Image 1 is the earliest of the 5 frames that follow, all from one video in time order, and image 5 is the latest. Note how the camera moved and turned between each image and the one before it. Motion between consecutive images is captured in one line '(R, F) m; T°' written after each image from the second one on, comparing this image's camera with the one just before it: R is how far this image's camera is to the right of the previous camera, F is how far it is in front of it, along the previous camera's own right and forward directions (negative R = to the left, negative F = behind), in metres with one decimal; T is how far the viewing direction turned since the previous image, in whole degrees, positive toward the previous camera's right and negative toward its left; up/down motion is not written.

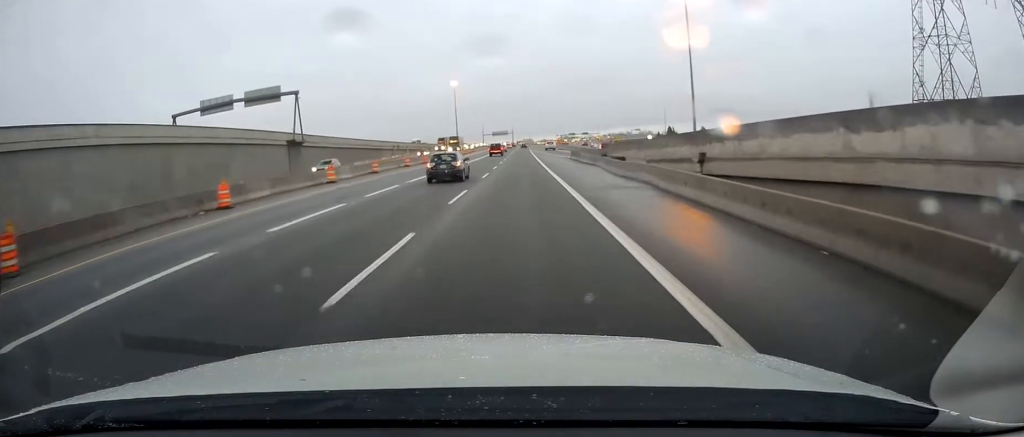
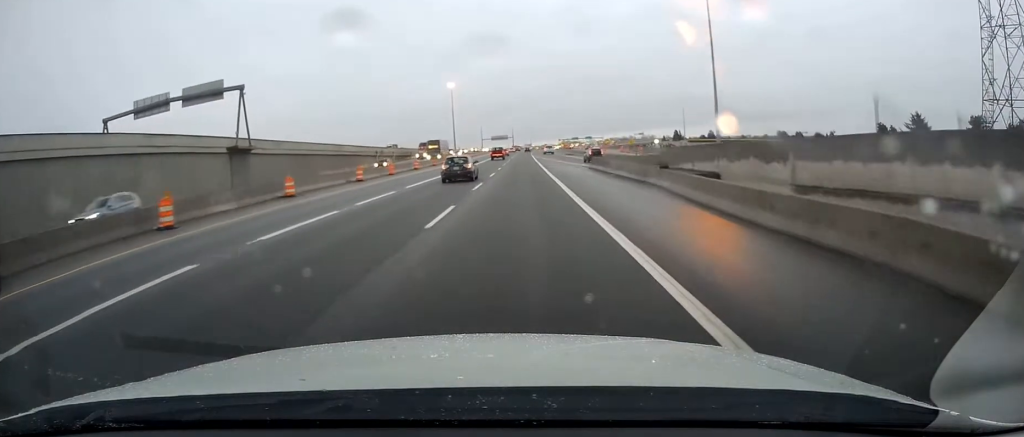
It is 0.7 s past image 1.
(+0.4, +18.9) m; 0°
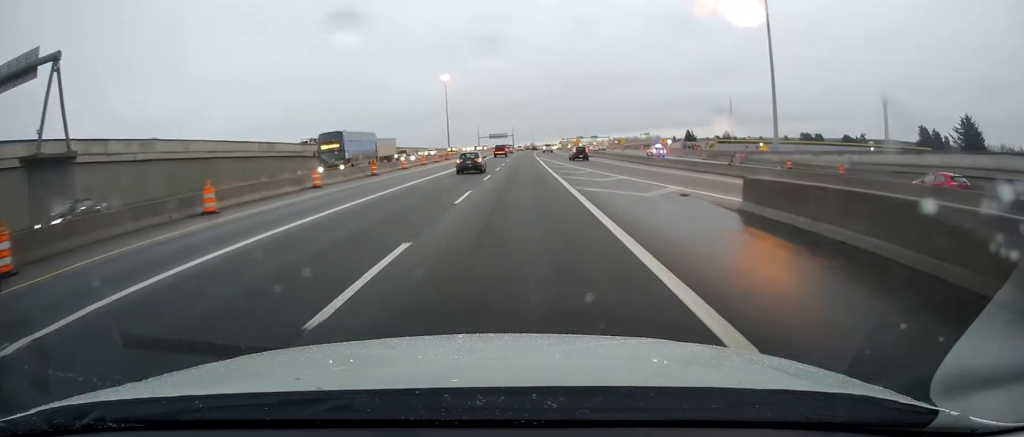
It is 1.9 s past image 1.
(-0.3, +33.2) m; 0°
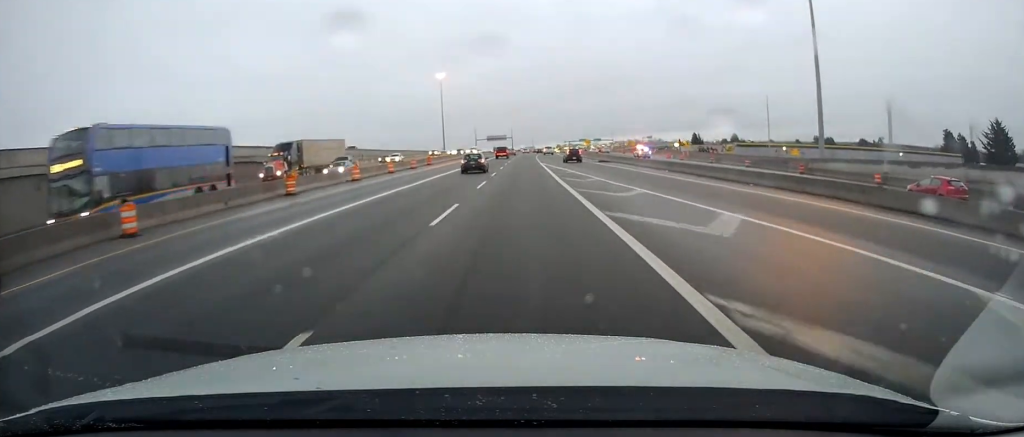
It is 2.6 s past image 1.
(+0.2, +18.0) m; 0°
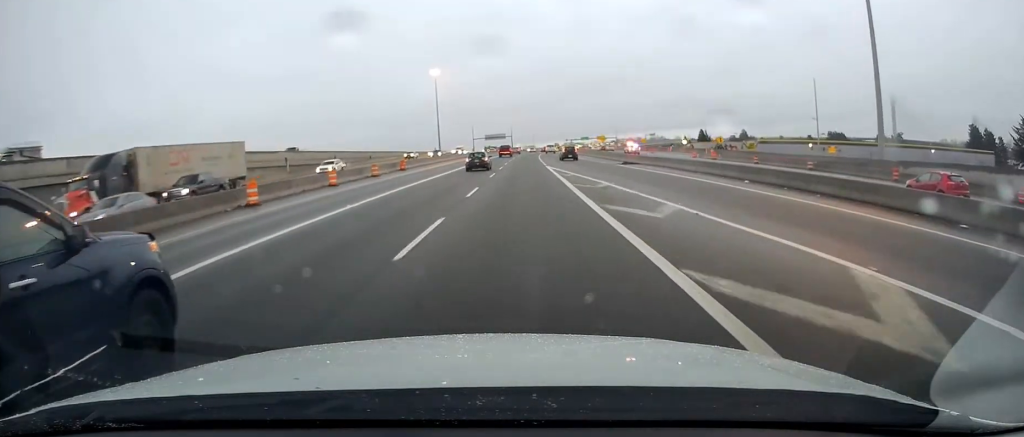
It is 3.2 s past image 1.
(0.0, +17.2) m; 0°
